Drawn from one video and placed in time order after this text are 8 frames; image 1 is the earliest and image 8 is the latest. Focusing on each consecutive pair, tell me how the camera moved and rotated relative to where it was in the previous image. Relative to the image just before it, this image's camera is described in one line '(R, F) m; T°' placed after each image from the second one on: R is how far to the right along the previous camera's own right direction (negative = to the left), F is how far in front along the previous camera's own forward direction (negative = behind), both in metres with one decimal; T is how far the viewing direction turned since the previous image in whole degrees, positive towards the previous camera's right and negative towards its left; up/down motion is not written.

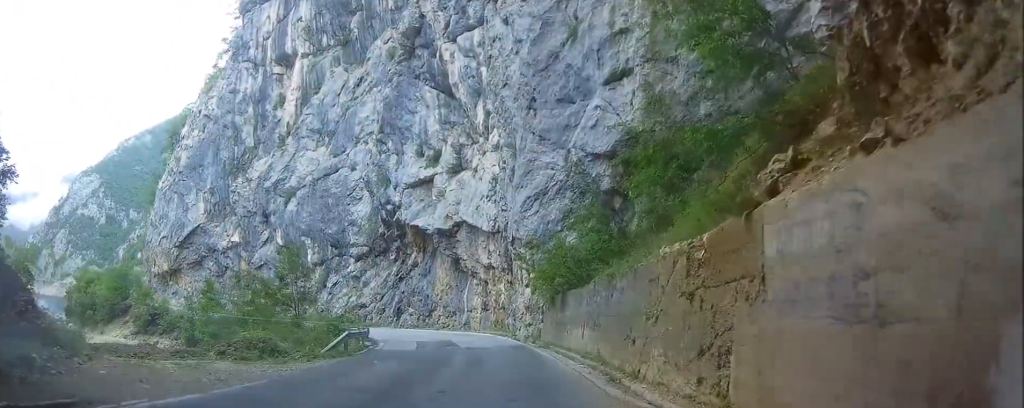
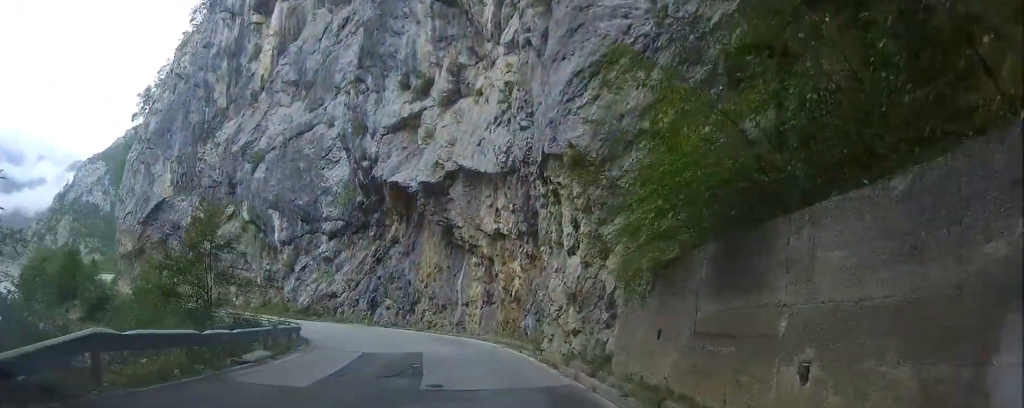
(+2.6, +16.5) m; +12°
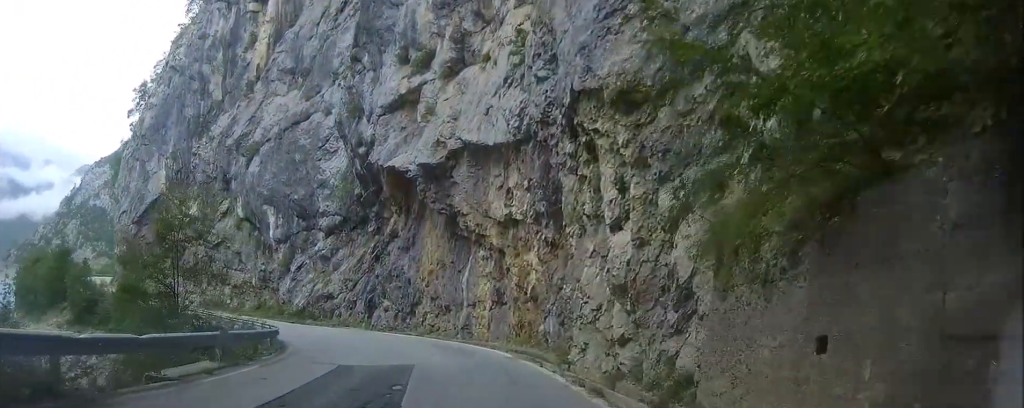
(+0.4, +4.6) m; +1°
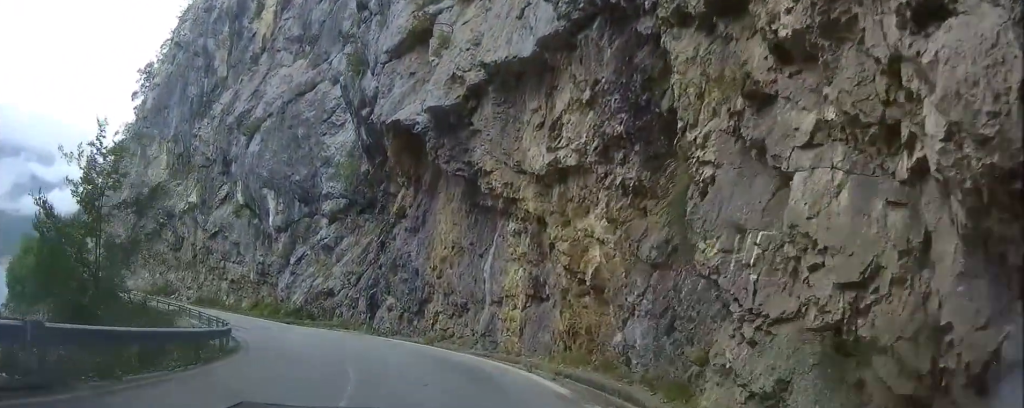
(-0.3, +8.1) m; -5°
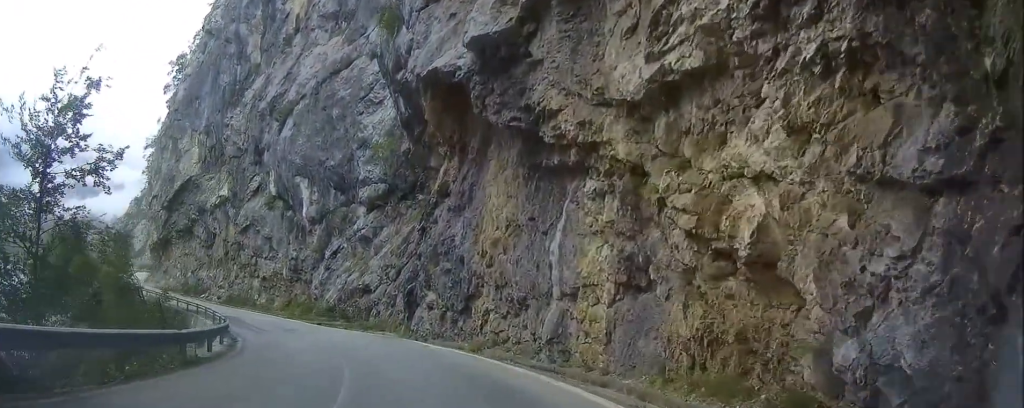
(+0.1, +5.8) m; -5°
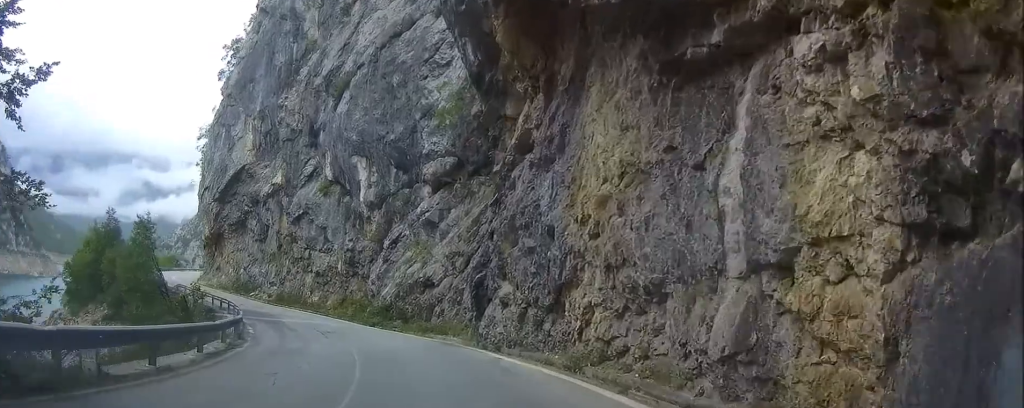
(-0.7, +7.2) m; -5°
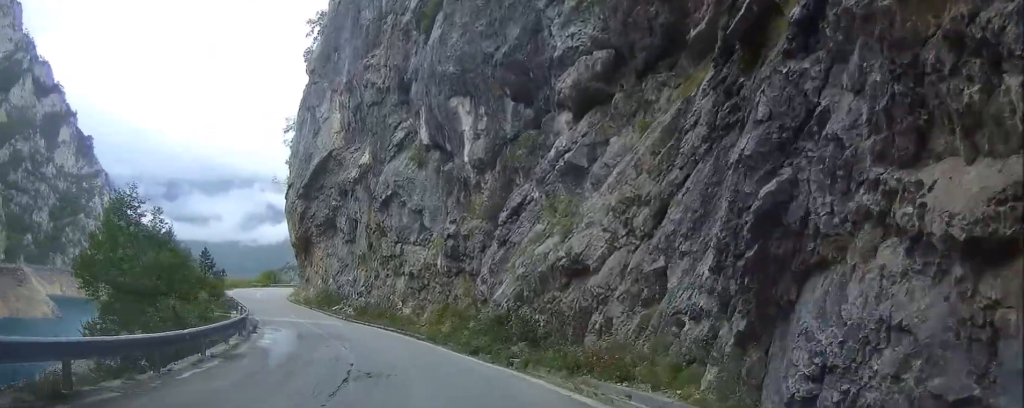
(-1.3, +16.9) m; -14°
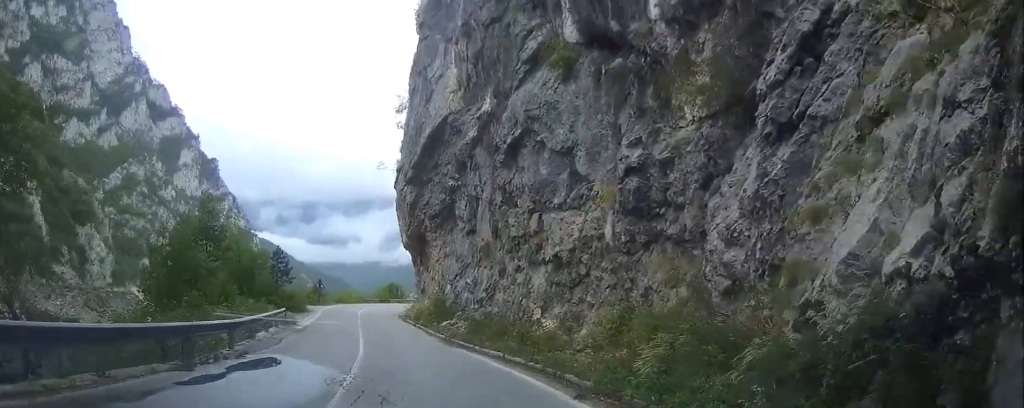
(-3.2, +17.1) m; -15°
